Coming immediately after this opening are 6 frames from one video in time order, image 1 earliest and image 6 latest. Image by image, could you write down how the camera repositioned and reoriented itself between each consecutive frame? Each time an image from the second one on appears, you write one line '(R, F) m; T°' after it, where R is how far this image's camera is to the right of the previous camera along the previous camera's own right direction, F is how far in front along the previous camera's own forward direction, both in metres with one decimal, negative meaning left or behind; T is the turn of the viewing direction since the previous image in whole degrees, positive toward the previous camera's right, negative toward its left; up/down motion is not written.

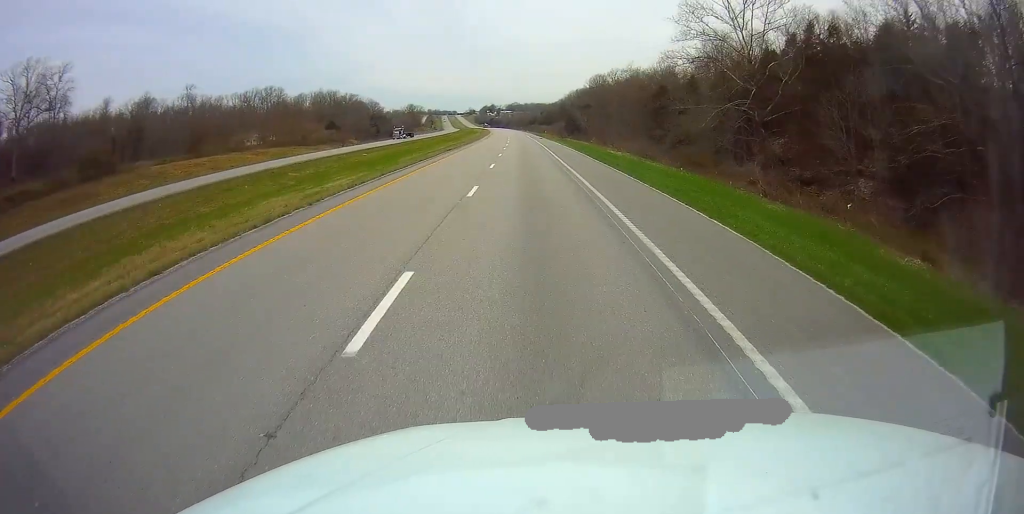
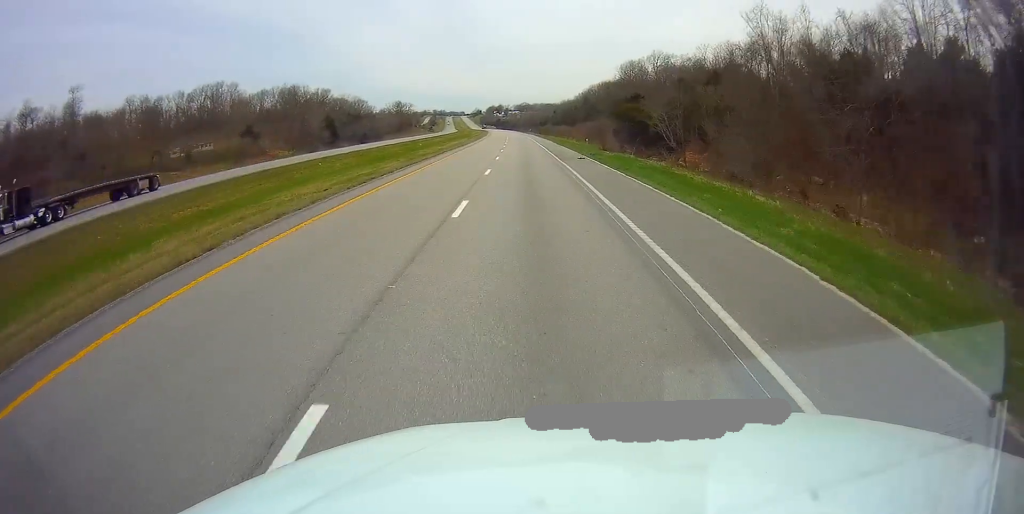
(-0.6, +65.0) m; -1°
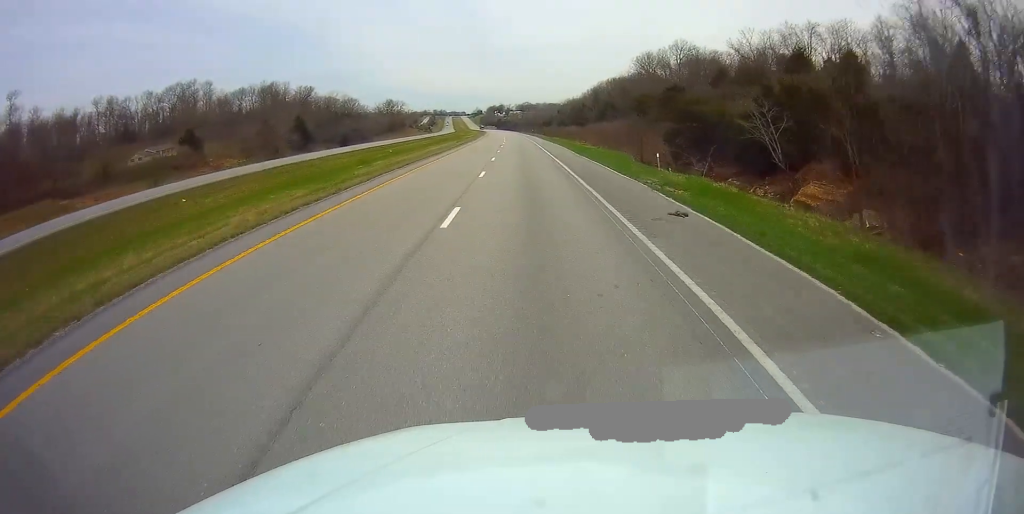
(-0.1, +25.9) m; 0°
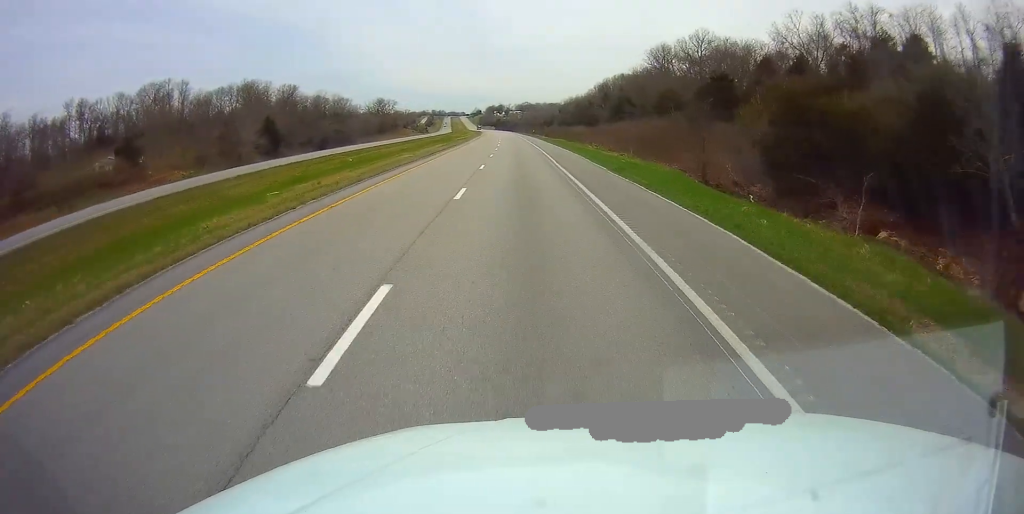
(0.0, +19.6) m; 0°
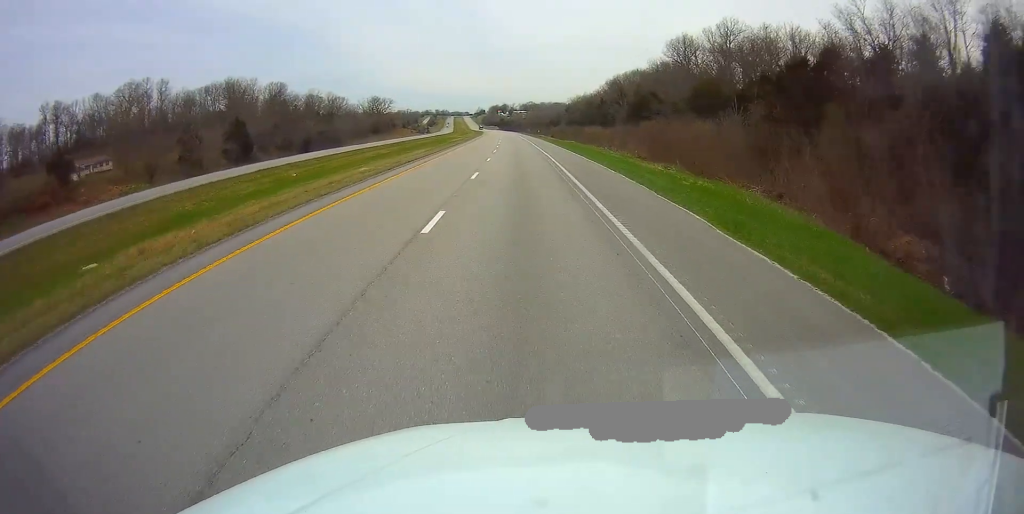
(-0.1, +17.6) m; 0°
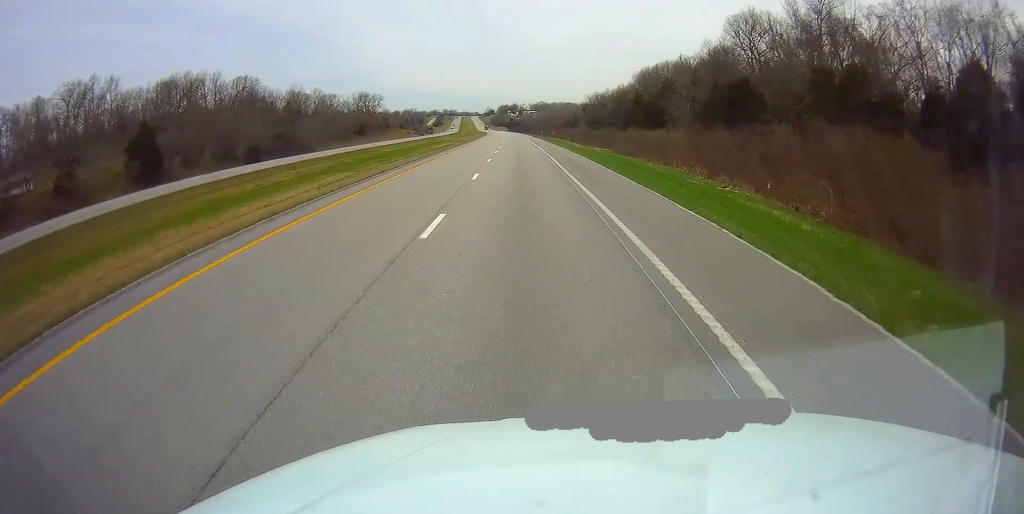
(-0.2, +37.3) m; -1°
